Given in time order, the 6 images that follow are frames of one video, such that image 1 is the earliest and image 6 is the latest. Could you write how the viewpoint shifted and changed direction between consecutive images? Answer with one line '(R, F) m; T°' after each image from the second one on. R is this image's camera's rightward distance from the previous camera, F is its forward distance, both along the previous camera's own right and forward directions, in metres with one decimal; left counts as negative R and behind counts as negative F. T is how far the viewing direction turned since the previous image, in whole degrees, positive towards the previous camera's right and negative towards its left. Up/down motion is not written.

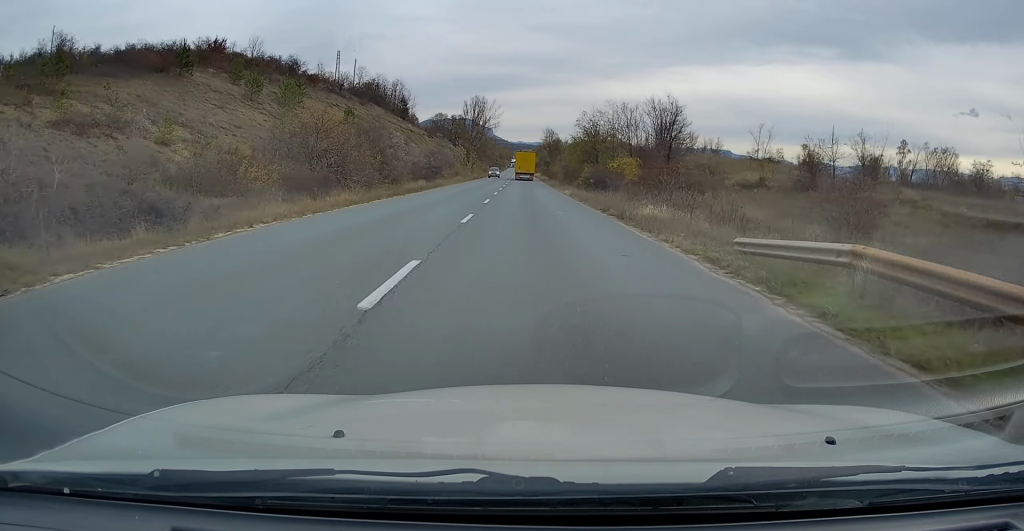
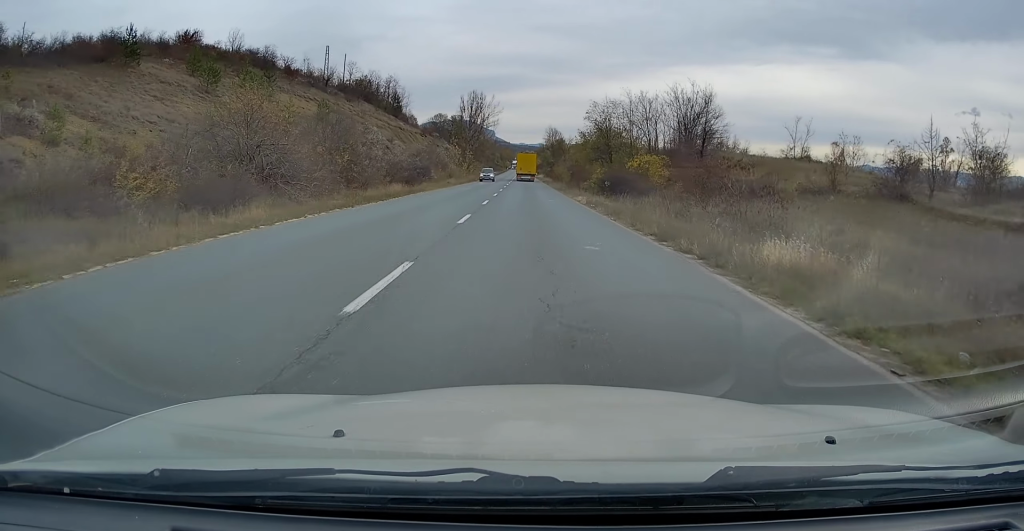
(0.0, +9.9) m; 0°
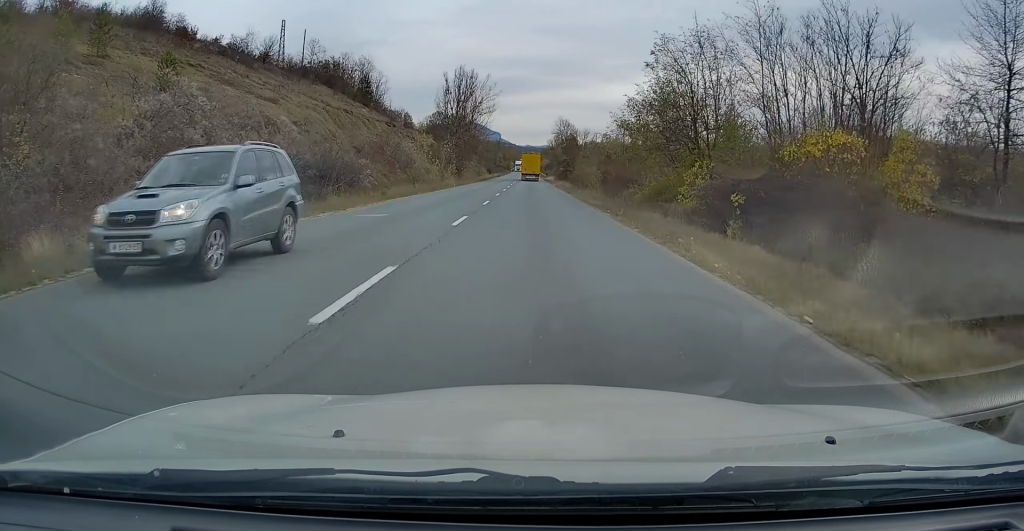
(0.0, +29.9) m; -1°
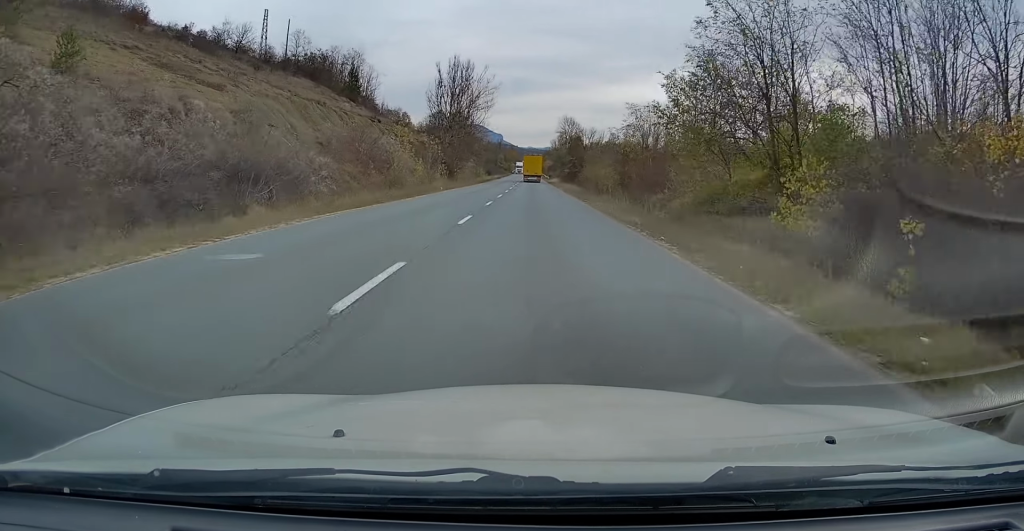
(-0.1, +9.3) m; 0°
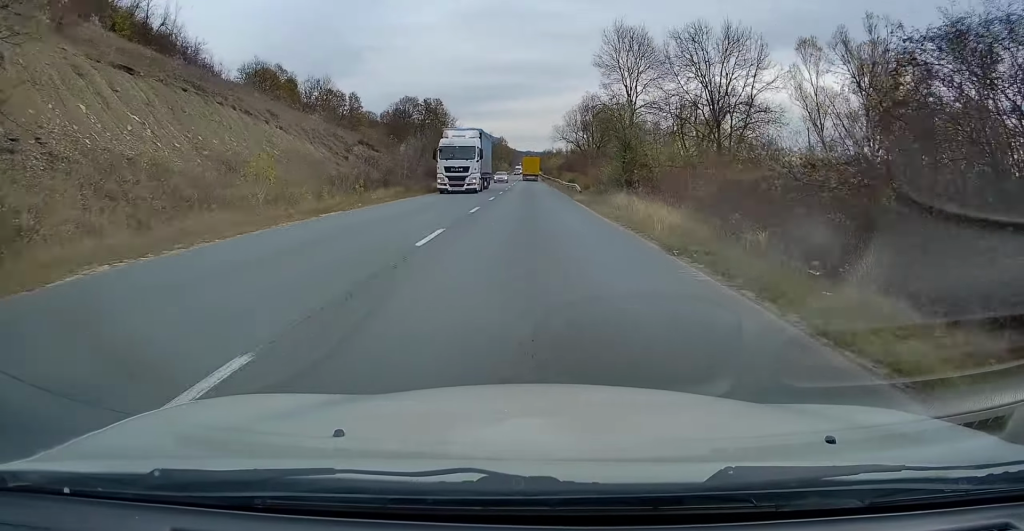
(-0.2, +83.4) m; 0°
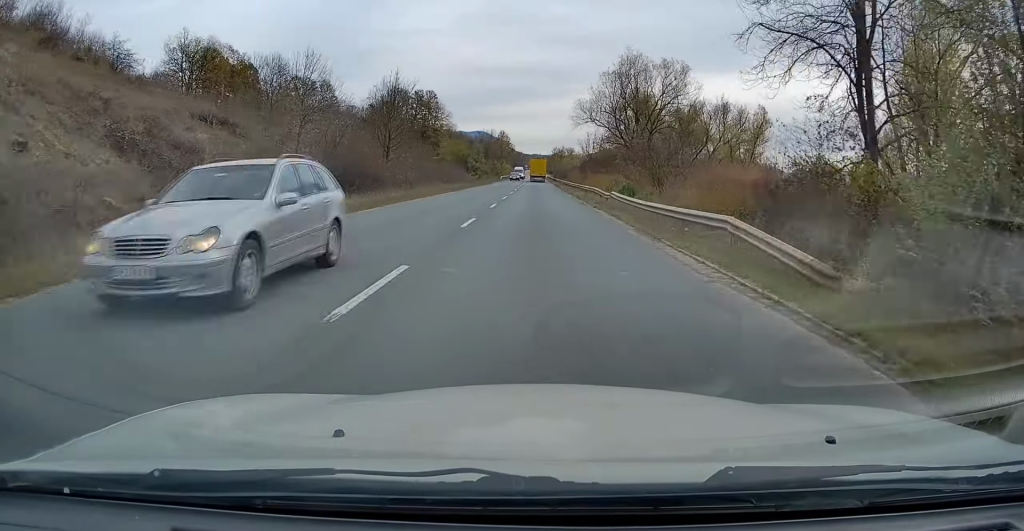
(-0.1, +35.3) m; 0°
